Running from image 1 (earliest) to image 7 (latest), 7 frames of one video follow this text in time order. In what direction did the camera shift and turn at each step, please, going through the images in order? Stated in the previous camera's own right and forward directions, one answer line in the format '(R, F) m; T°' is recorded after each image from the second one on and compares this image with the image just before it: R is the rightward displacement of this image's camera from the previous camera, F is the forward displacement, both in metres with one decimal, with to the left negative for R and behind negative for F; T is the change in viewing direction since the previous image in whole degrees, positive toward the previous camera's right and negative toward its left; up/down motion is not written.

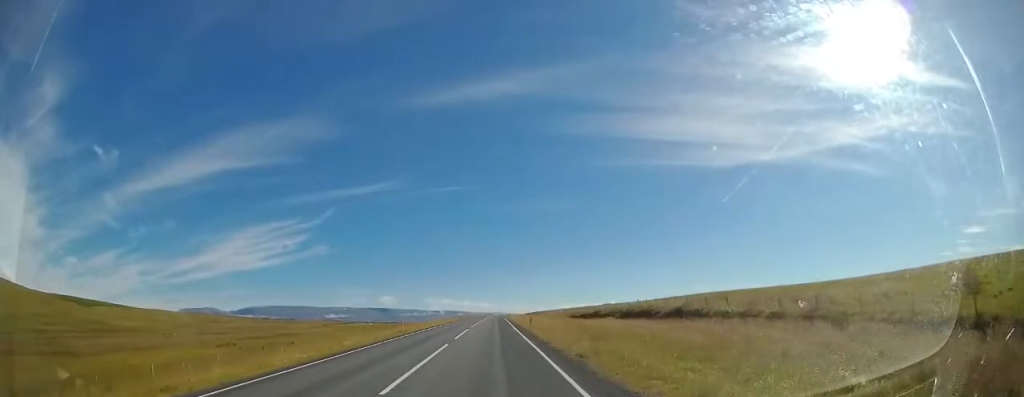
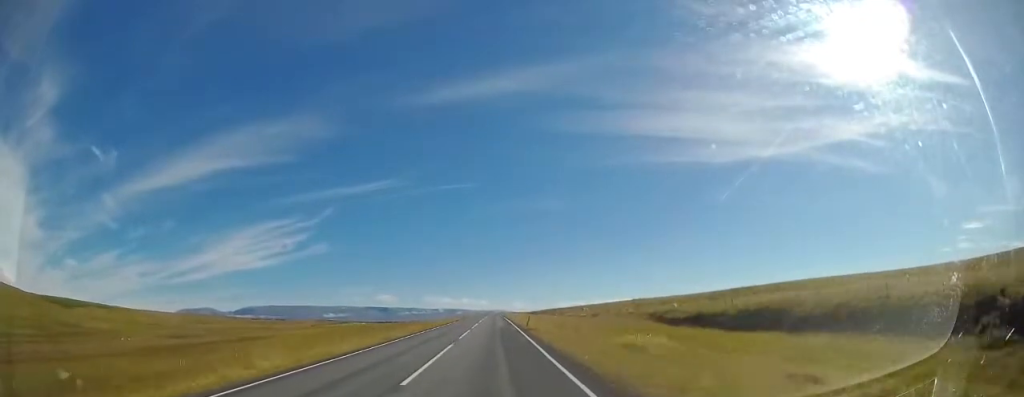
(-0.7, +46.6) m; -1°
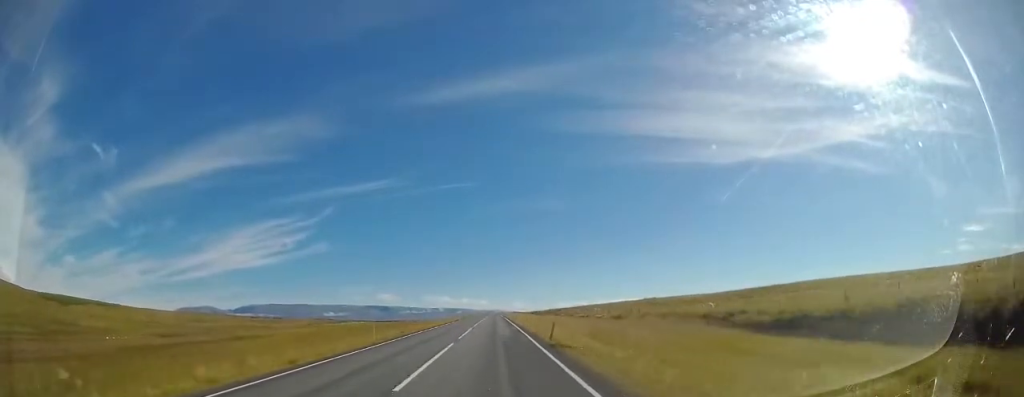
(0.0, +12.3) m; 0°
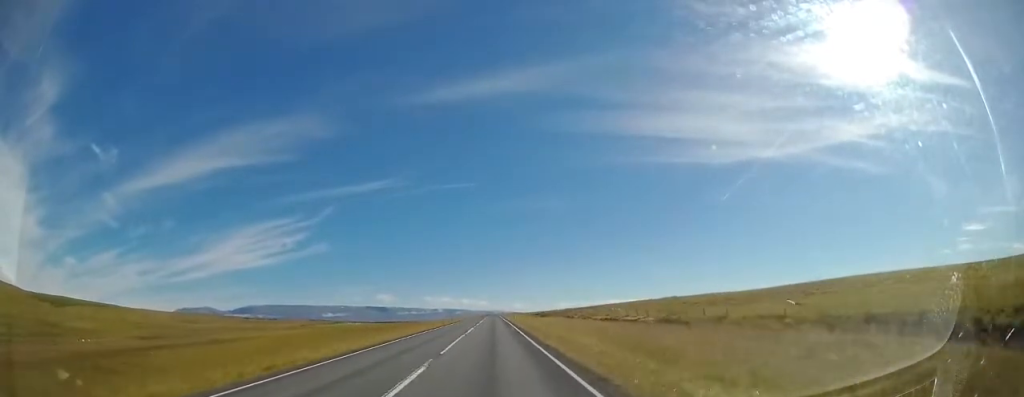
(0.0, +17.7) m; 0°
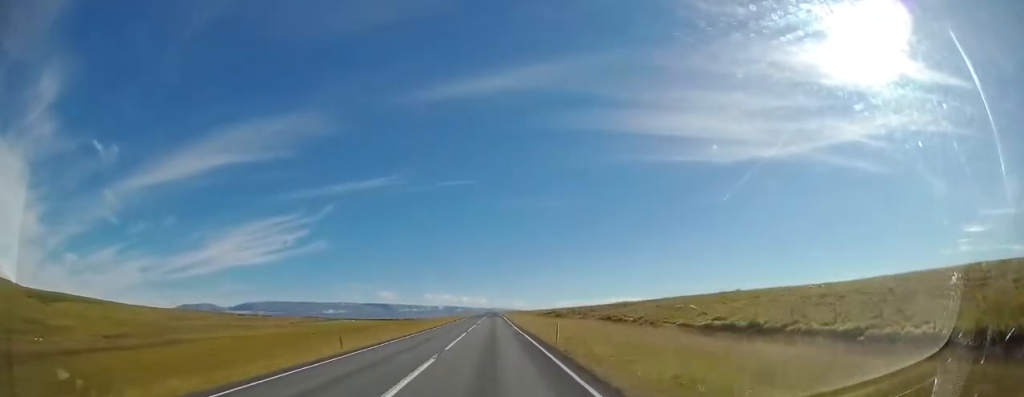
(+0.1, +34.6) m; 0°
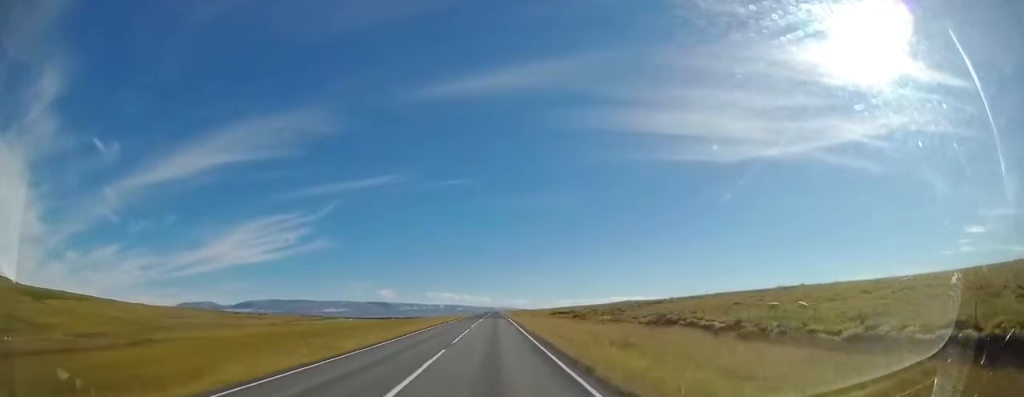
(0.0, +22.3) m; 0°
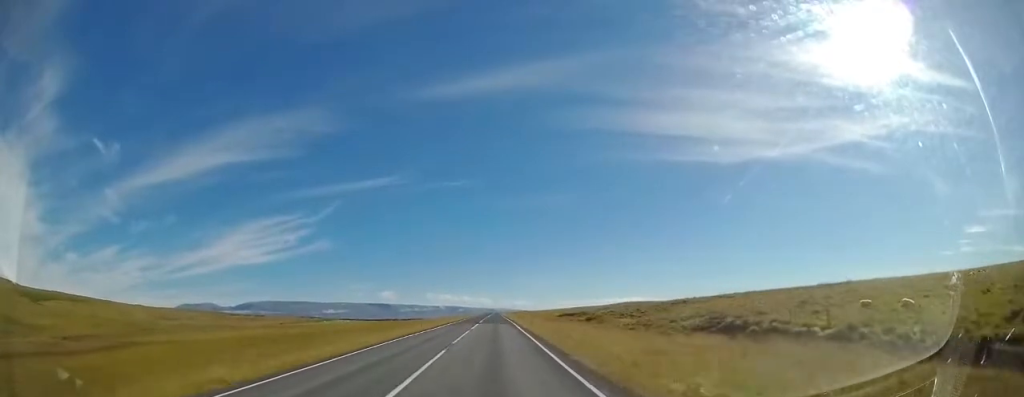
(0.0, +12.2) m; 0°
